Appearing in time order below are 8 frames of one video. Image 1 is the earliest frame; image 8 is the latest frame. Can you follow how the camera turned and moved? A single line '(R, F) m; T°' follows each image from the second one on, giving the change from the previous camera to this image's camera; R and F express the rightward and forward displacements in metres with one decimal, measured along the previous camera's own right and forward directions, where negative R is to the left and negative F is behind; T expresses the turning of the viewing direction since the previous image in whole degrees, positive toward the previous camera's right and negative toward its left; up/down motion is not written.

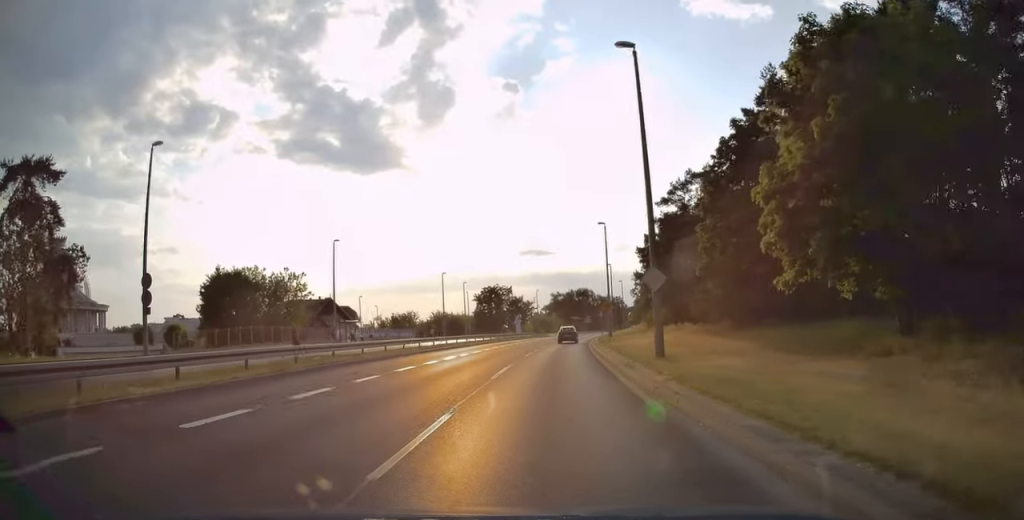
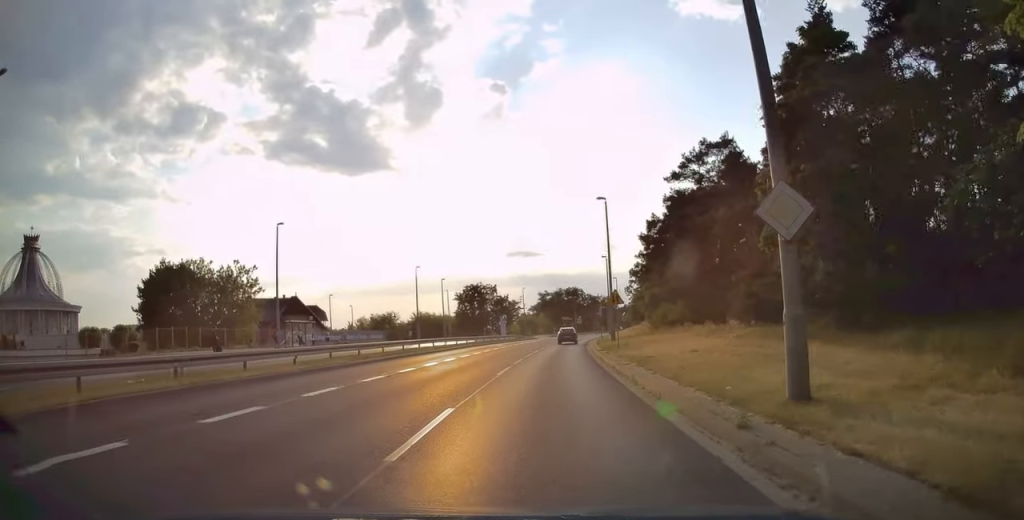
(+0.3, +11.3) m; 0°
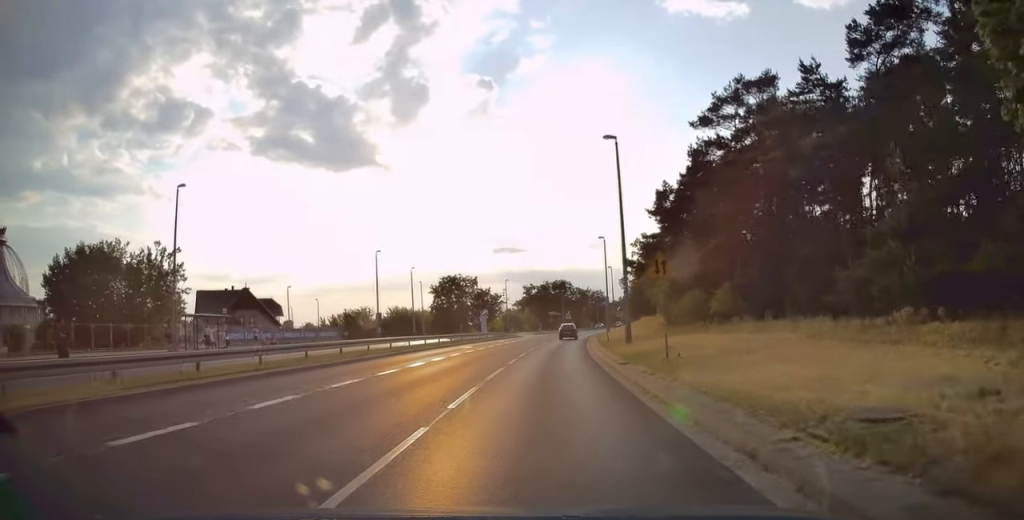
(-0.1, +14.0) m; +1°
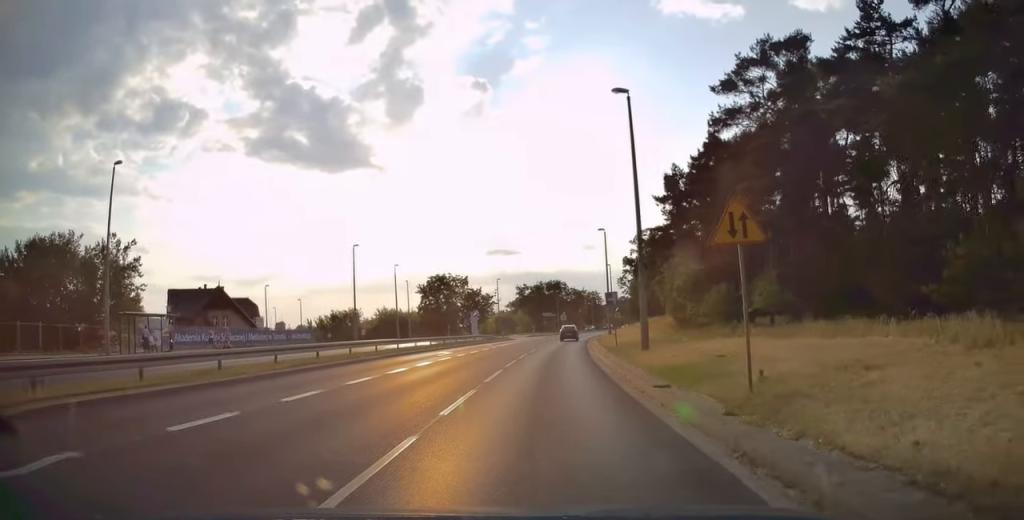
(-0.2, +6.6) m; +1°
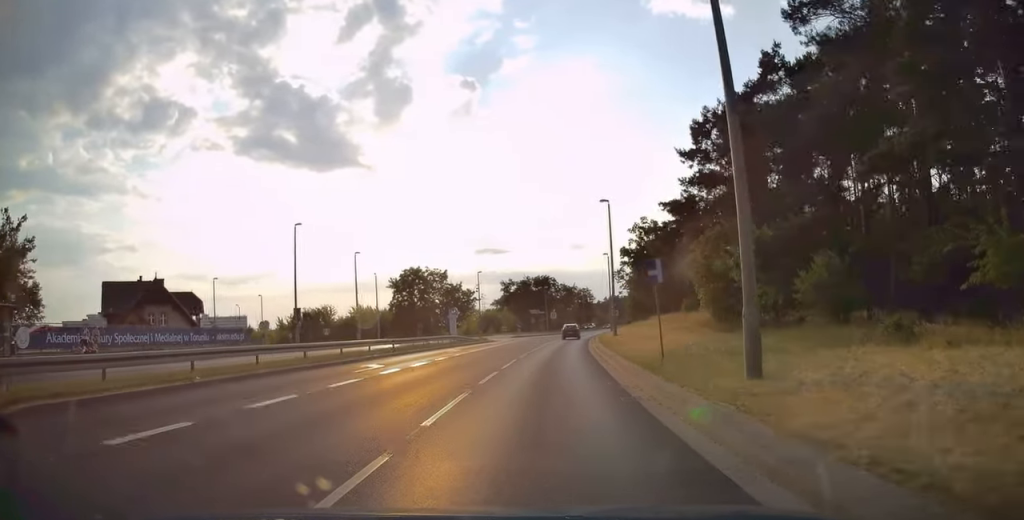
(+0.6, +13.2) m; +1°
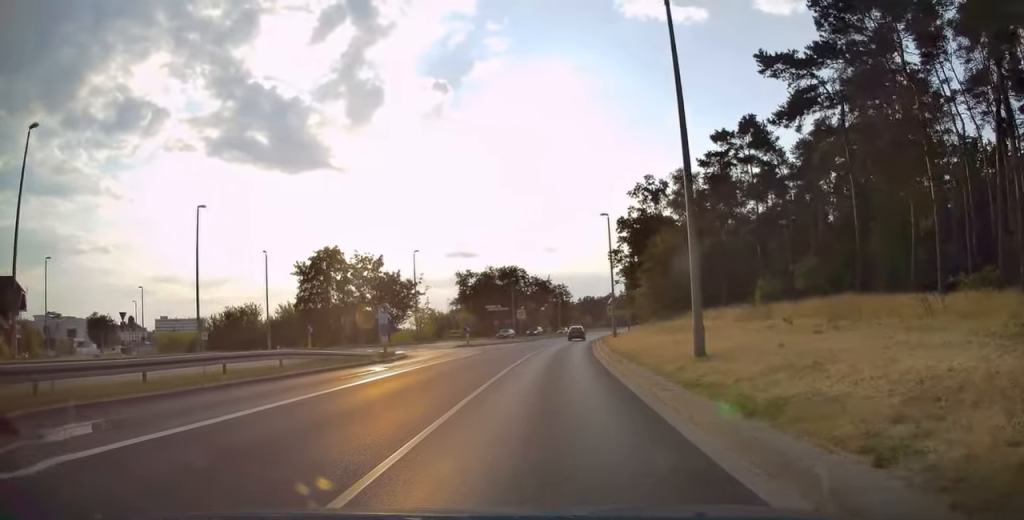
(+0.4, +30.0) m; +3°
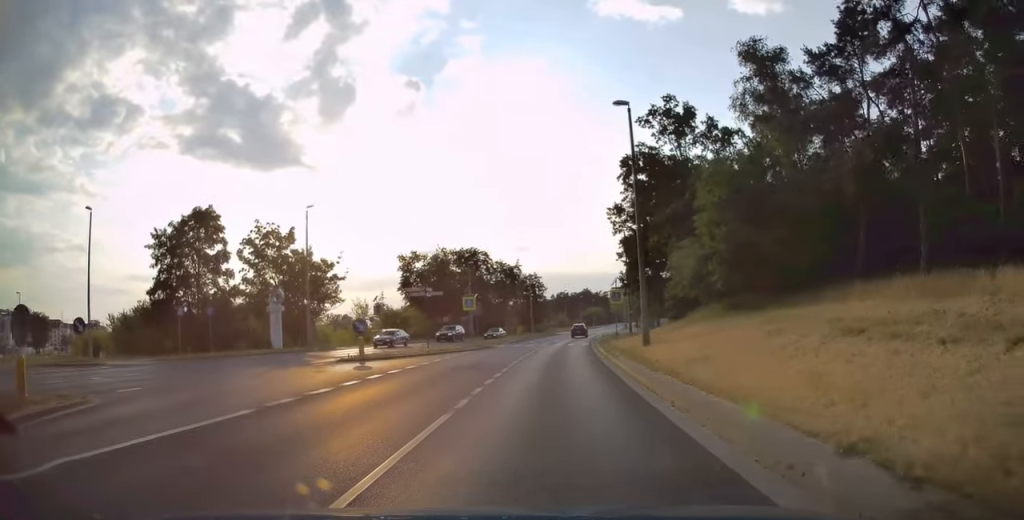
(+0.9, +25.3) m; +3°
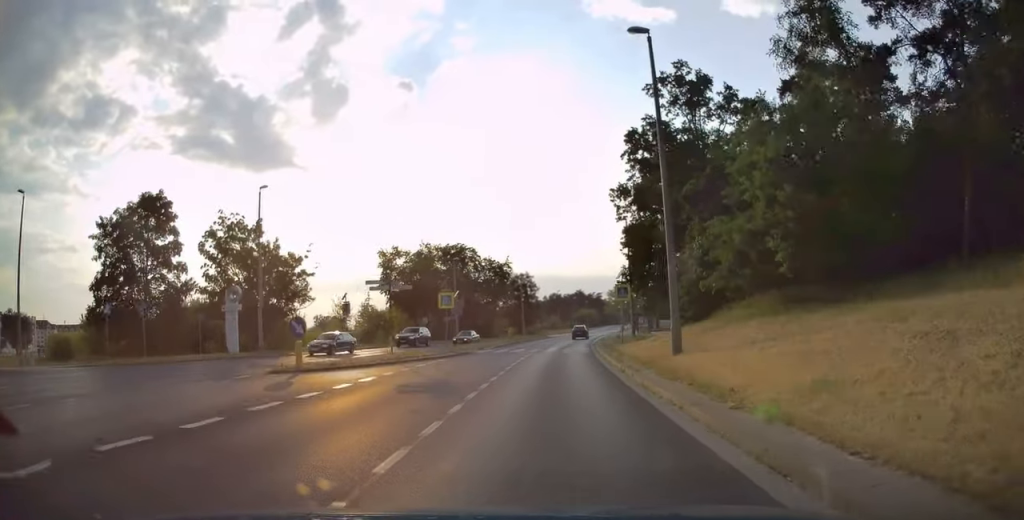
(0.0, +6.9) m; 0°
